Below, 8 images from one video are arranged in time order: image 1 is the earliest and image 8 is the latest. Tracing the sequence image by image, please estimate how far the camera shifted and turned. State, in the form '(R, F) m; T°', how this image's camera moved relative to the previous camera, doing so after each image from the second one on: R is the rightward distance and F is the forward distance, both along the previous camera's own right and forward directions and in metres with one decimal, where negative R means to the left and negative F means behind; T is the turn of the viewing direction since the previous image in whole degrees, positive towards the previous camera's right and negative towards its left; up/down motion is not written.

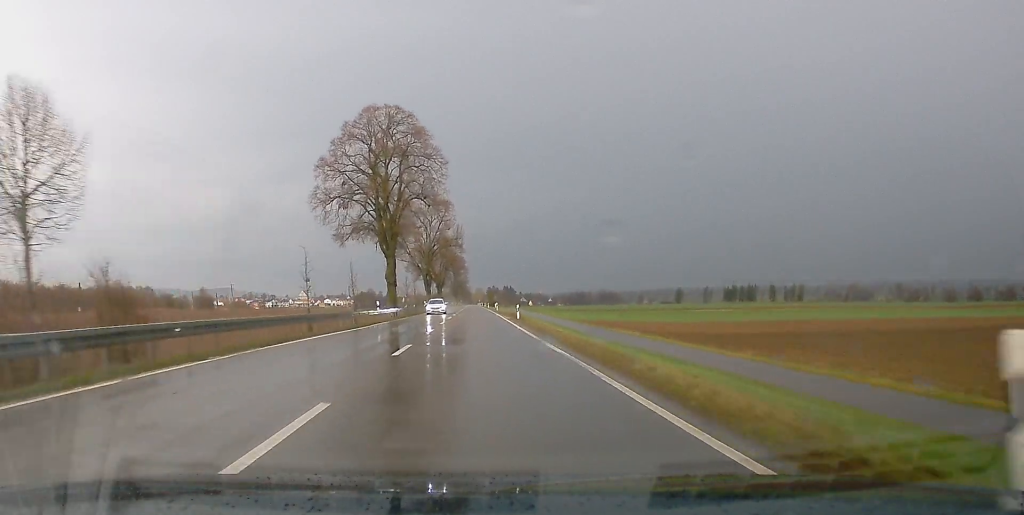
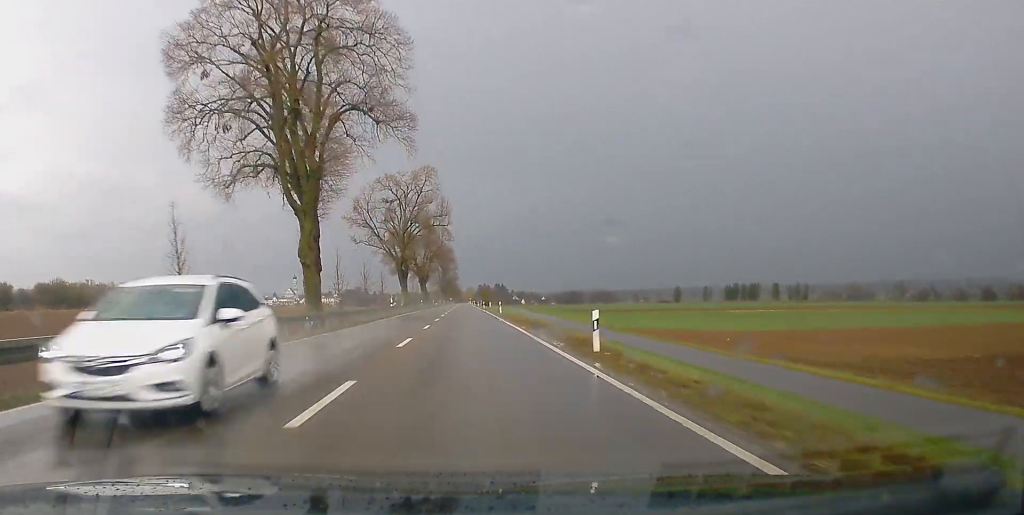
(+0.1, +32.1) m; 0°
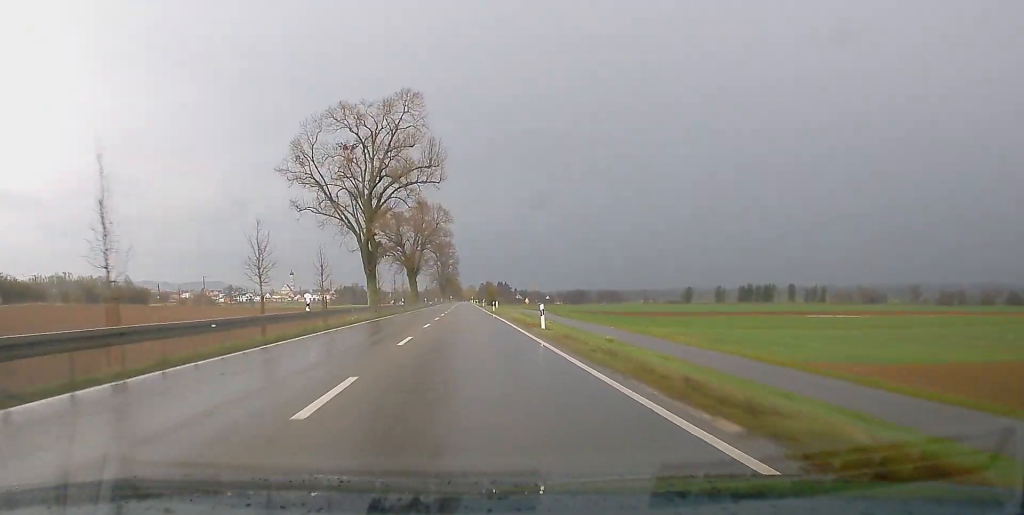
(0.0, +33.7) m; 0°
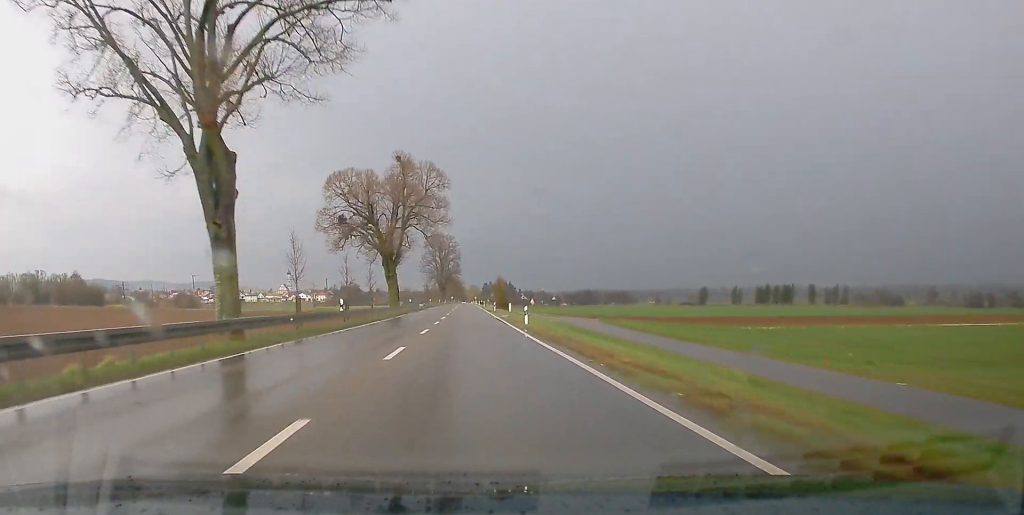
(0.0, +37.8) m; 0°
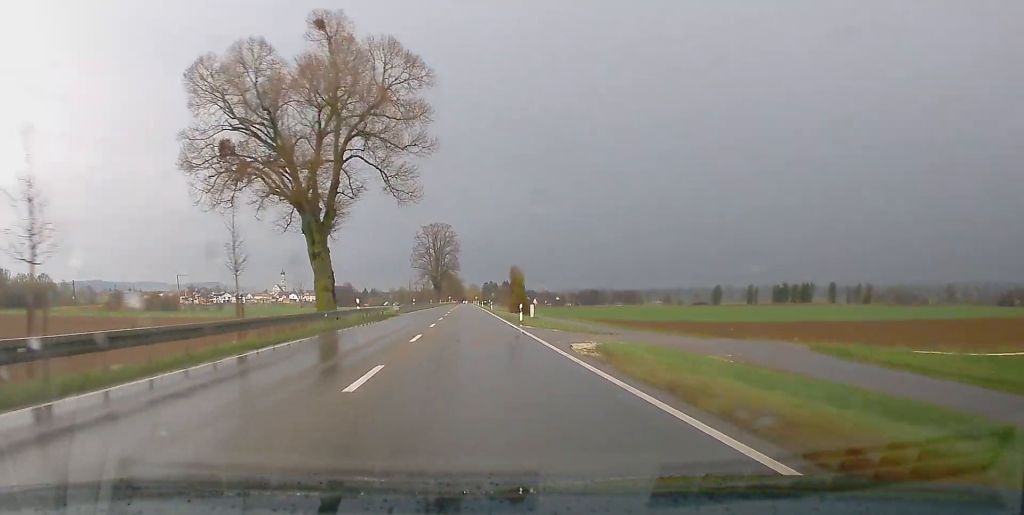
(-0.1, +40.4) m; 0°
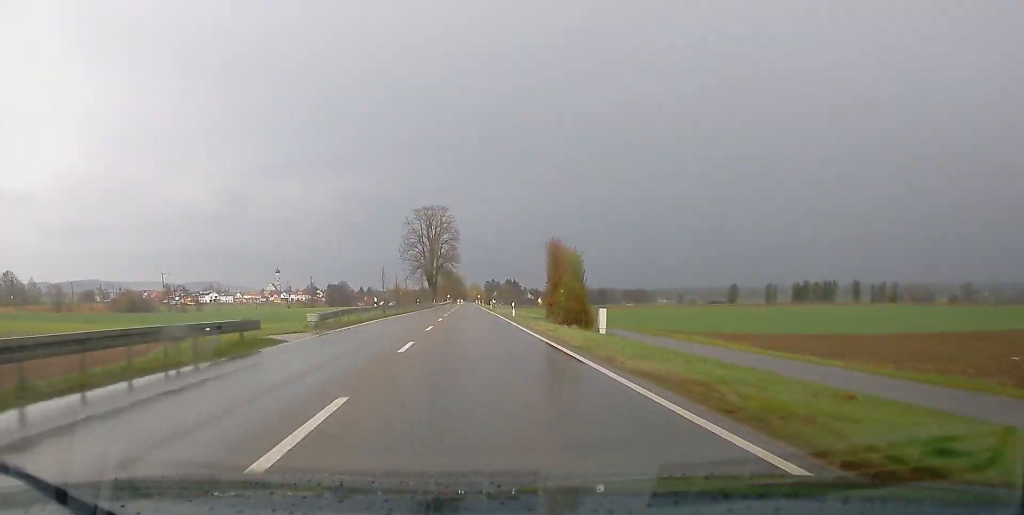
(-0.1, +41.8) m; 0°
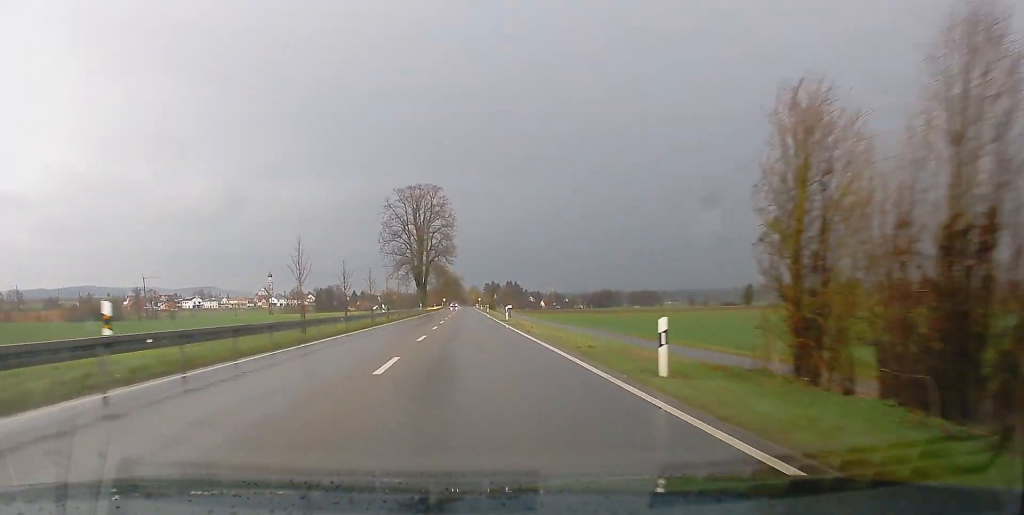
(0.0, +40.9) m; 0°
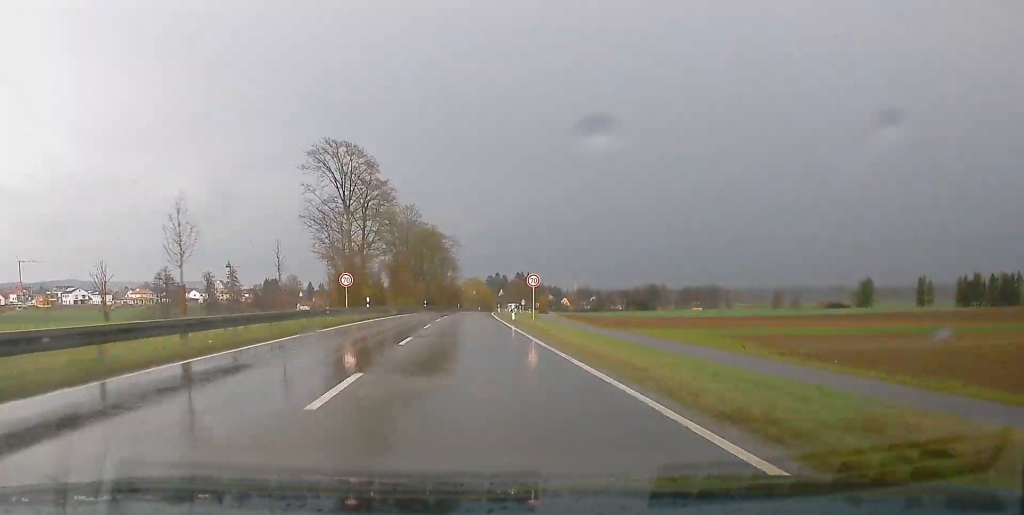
(+0.6, +190.6) m; +1°
